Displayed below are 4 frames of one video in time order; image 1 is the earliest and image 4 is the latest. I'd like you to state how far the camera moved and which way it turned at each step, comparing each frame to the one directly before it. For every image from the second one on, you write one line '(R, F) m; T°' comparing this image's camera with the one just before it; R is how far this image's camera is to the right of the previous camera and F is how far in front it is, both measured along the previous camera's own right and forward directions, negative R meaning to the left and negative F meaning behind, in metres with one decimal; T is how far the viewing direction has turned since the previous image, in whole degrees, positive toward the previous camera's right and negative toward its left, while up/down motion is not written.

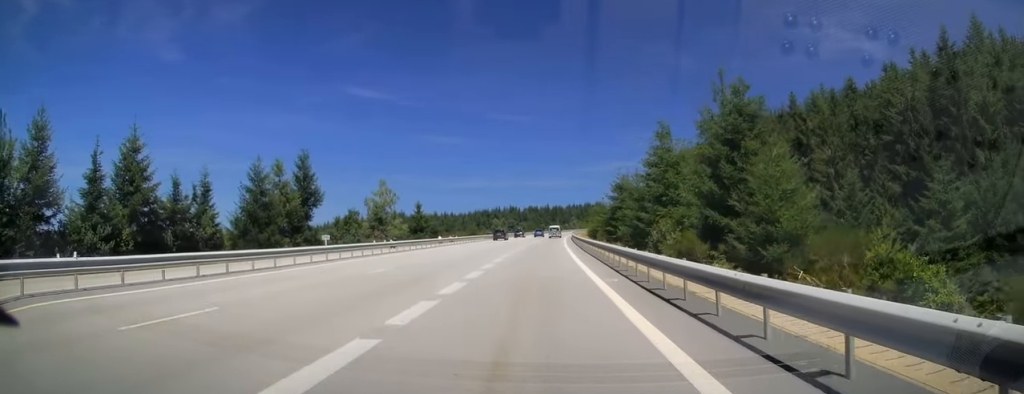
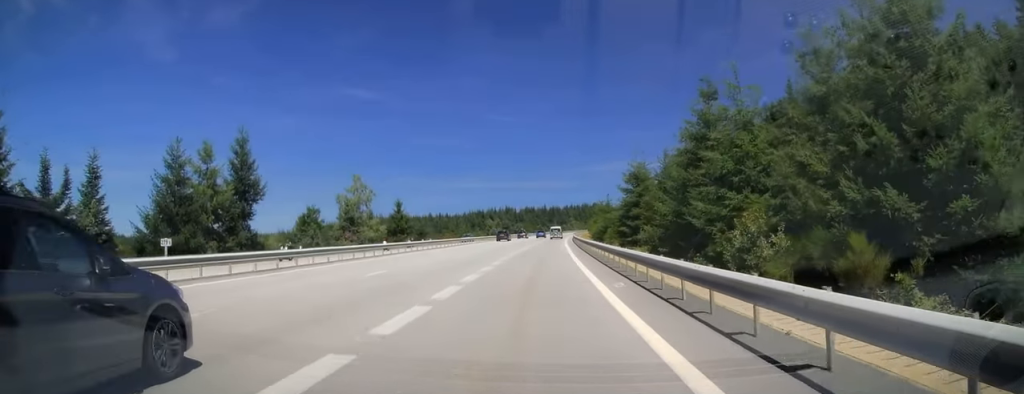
(0.0, +13.7) m; 0°
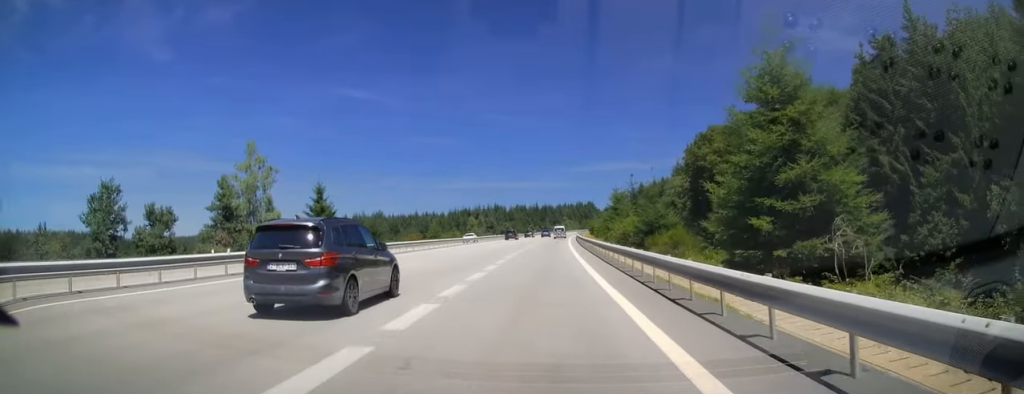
(+0.2, +34.2) m; +1°
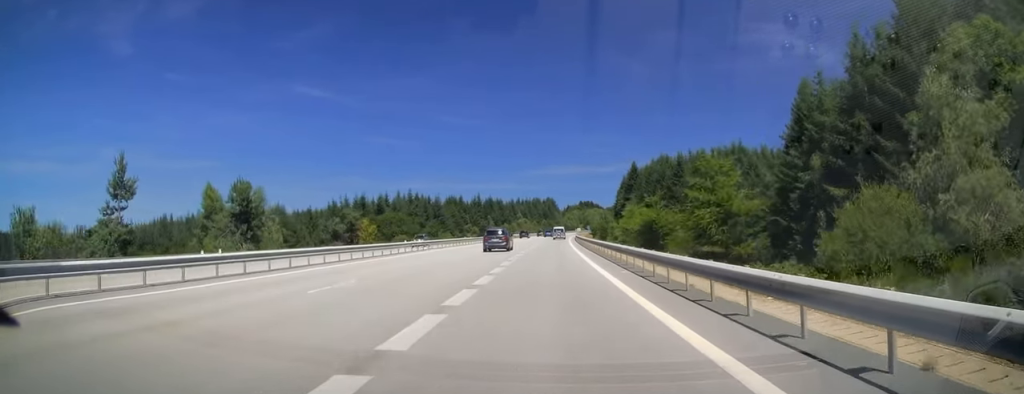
(+5.3, +140.1) m; +4°
